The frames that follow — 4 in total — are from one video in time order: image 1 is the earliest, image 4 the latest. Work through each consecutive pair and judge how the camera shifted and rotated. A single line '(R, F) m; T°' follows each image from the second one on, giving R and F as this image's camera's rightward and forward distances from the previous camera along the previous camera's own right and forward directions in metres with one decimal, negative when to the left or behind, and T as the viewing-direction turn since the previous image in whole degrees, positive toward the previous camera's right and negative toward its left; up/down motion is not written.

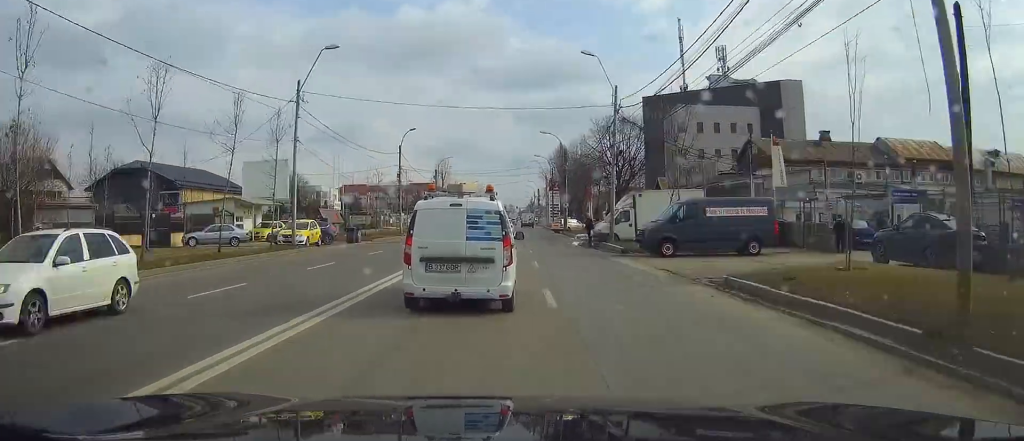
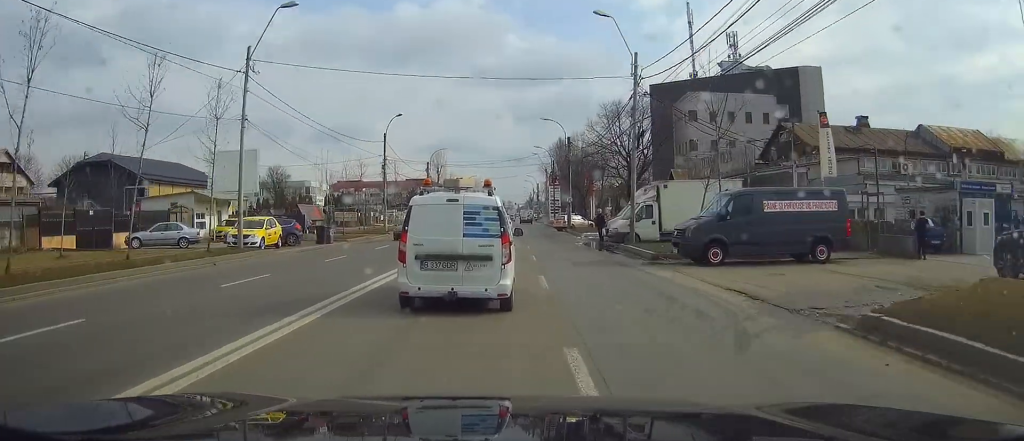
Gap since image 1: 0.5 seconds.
(0.0, +5.7) m; 0°
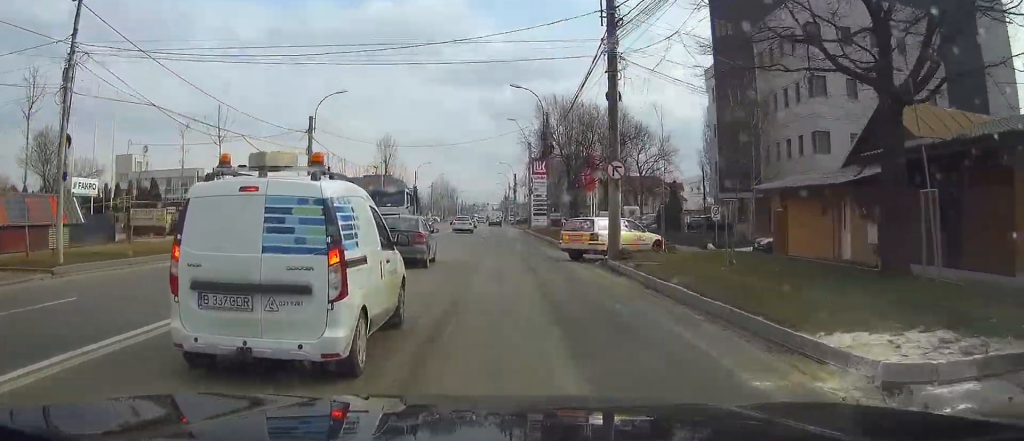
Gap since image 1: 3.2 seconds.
(+0.6, +39.0) m; +1°
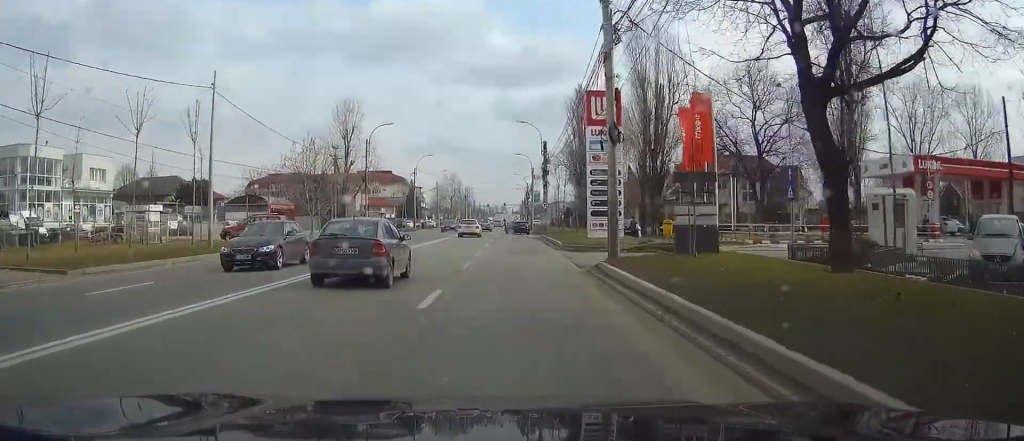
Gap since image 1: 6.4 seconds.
(-1.1, +48.5) m; -2°
